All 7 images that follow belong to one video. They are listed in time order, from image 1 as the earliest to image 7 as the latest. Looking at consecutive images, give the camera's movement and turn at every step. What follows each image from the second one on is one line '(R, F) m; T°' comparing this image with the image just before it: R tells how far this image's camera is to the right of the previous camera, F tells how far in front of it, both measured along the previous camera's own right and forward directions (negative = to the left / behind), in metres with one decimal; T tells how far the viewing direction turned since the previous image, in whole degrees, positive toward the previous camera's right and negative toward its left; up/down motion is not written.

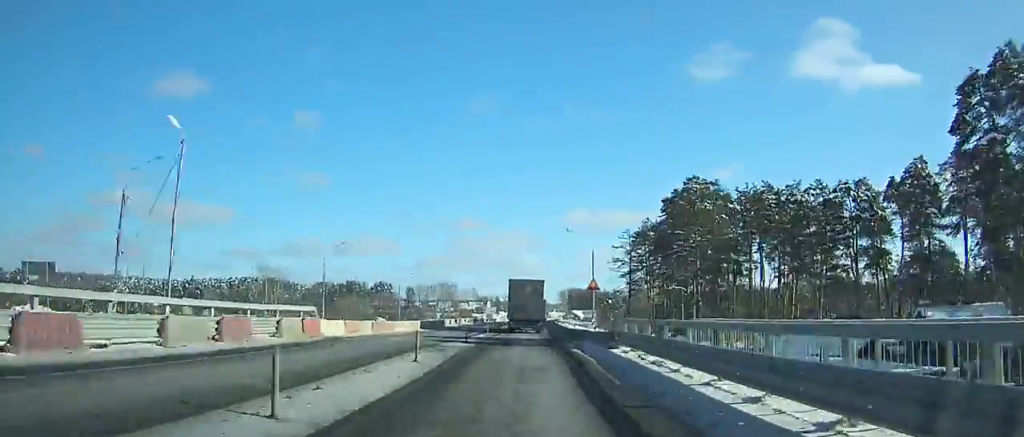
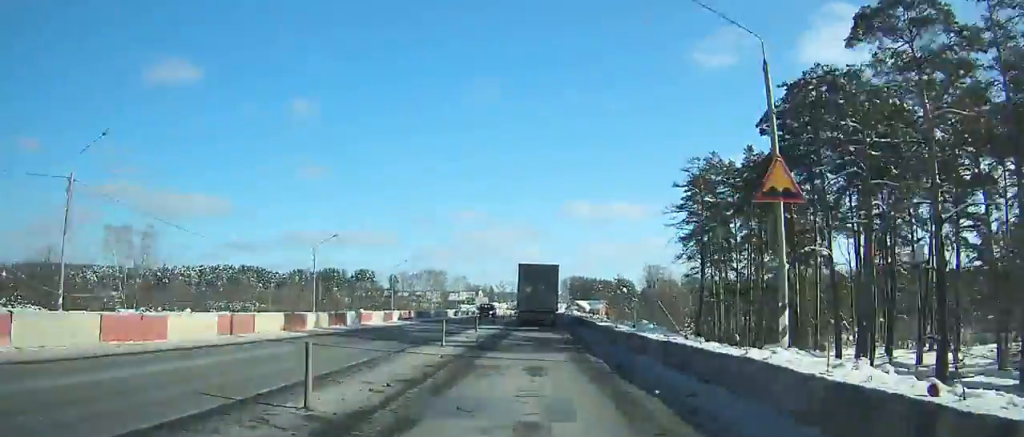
(-1.2, +43.7) m; -1°
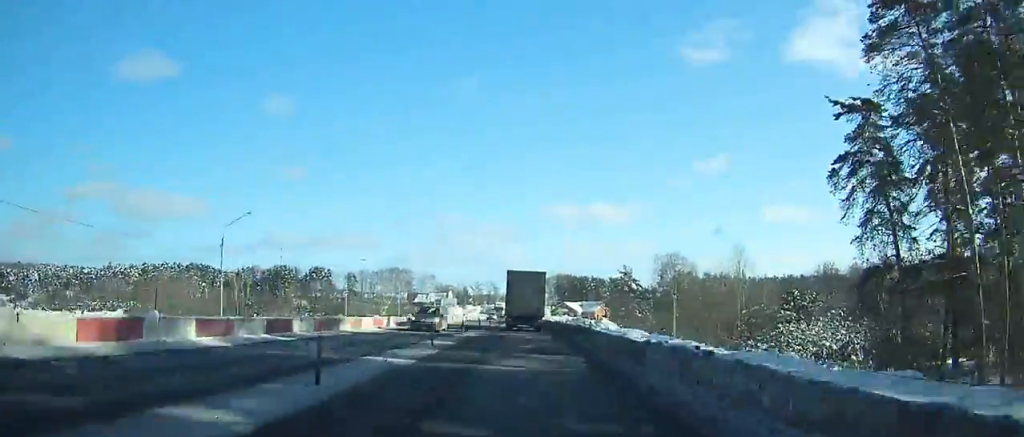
(+0.8, +53.0) m; +2°
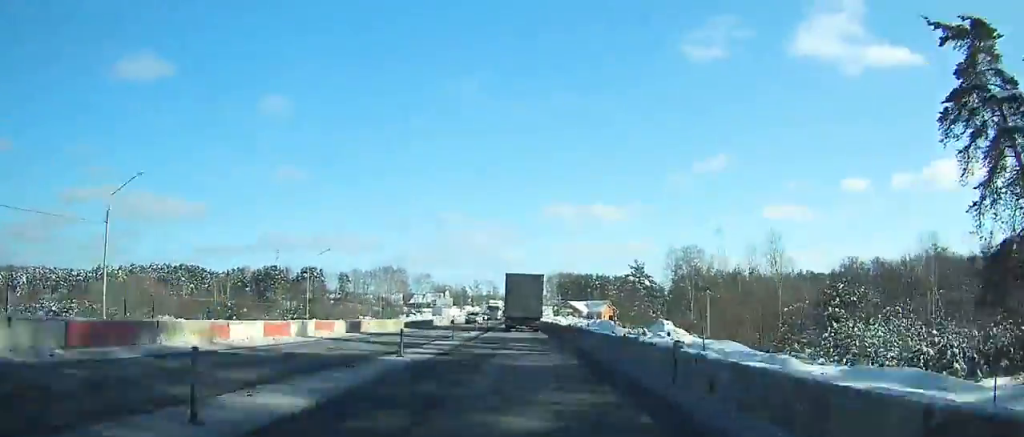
(-0.1, +15.5) m; +1°
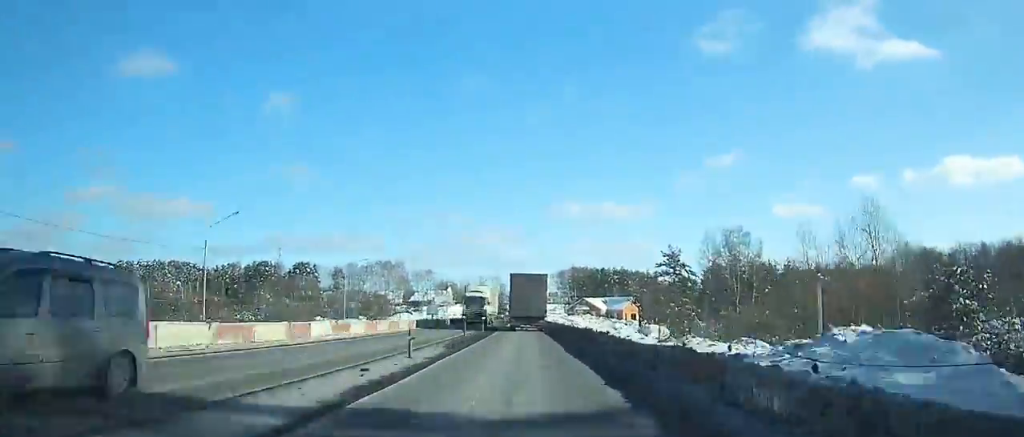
(+0.4, +24.9) m; -1°
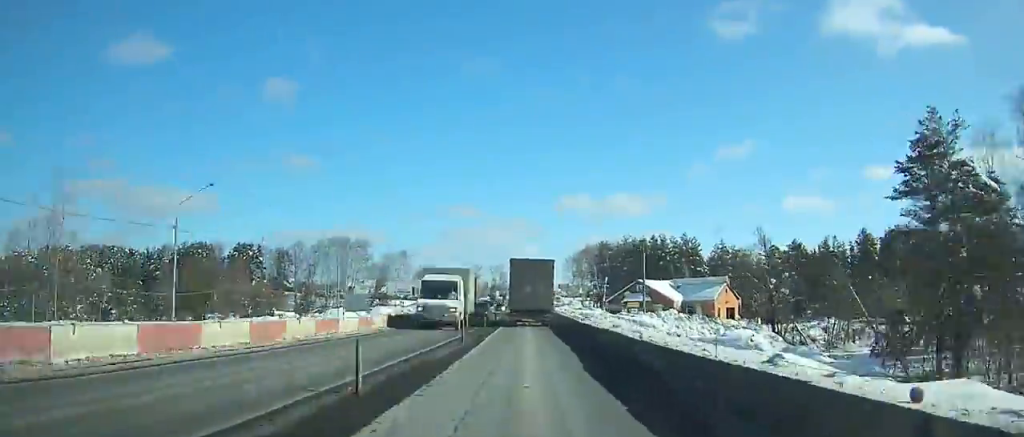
(-3.6, +67.2) m; -4°
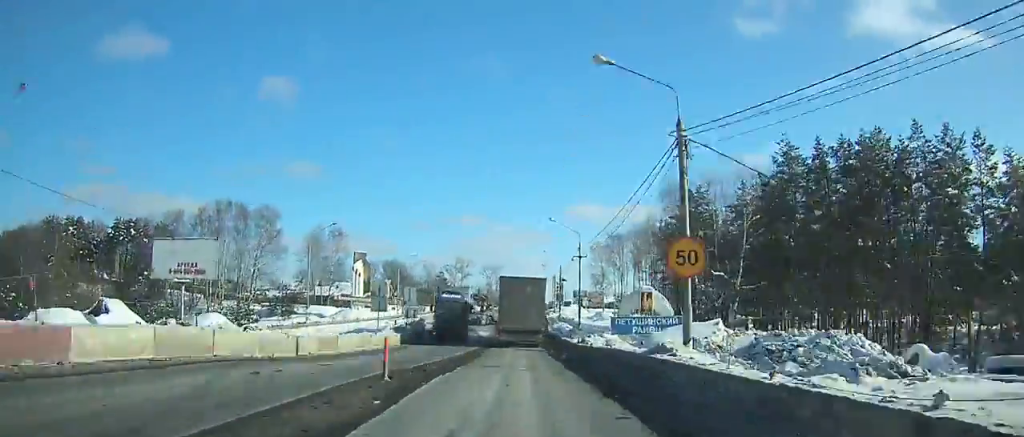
(+2.8, +82.0) m; +2°
